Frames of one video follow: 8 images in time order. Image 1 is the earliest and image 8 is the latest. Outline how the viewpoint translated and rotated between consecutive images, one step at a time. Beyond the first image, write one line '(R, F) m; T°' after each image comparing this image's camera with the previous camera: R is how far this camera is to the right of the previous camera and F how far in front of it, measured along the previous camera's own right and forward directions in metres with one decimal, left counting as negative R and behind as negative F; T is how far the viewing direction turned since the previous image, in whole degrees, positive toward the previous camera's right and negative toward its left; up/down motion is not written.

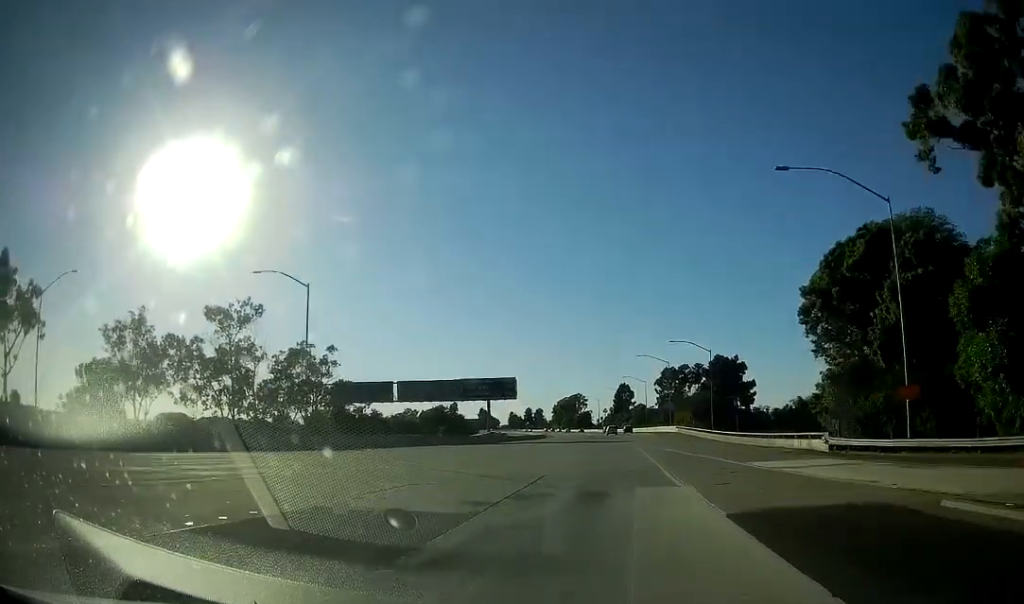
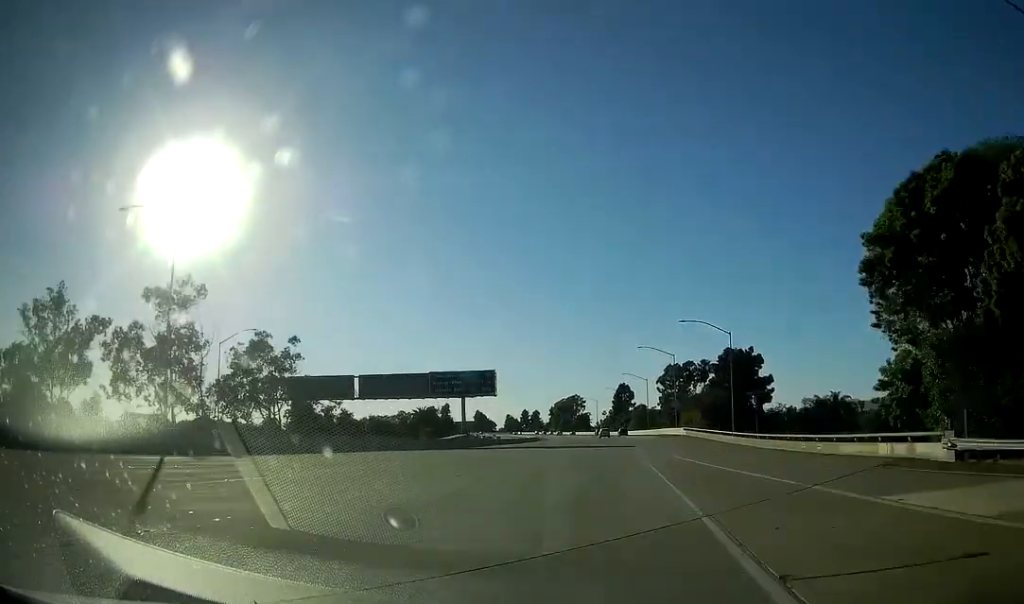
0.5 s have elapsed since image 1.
(0.0, +15.7) m; 0°
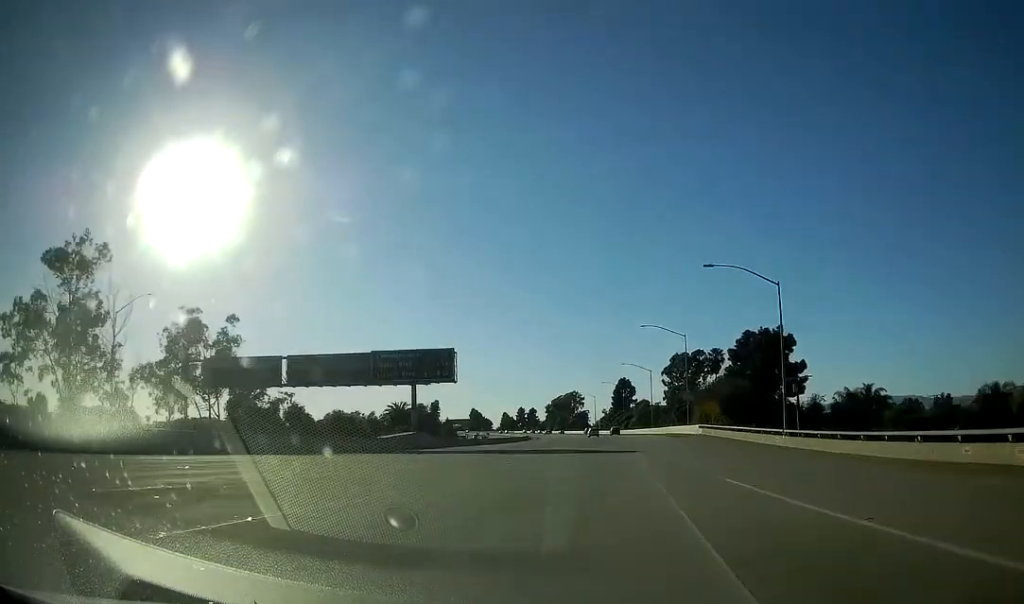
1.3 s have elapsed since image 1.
(-0.1, +21.6) m; 0°
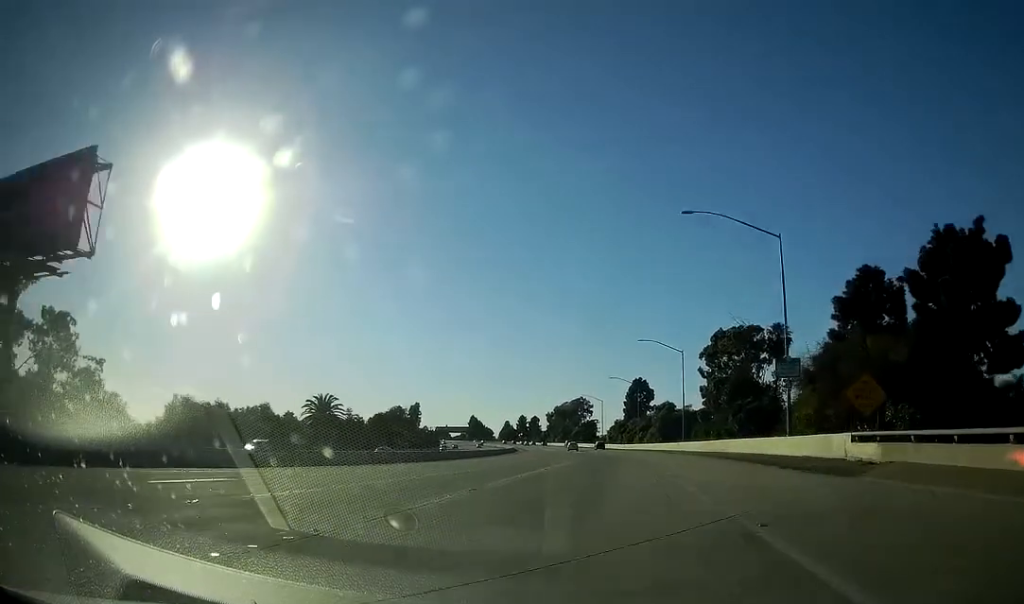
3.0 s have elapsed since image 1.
(-0.3, +51.8) m; -1°
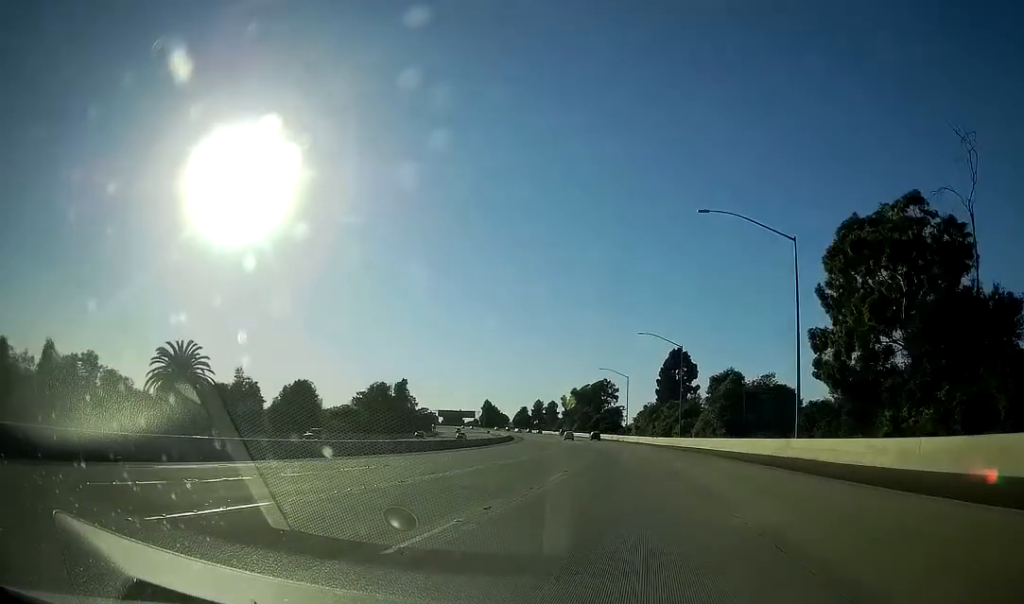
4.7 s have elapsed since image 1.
(-0.6, +49.3) m; -1°
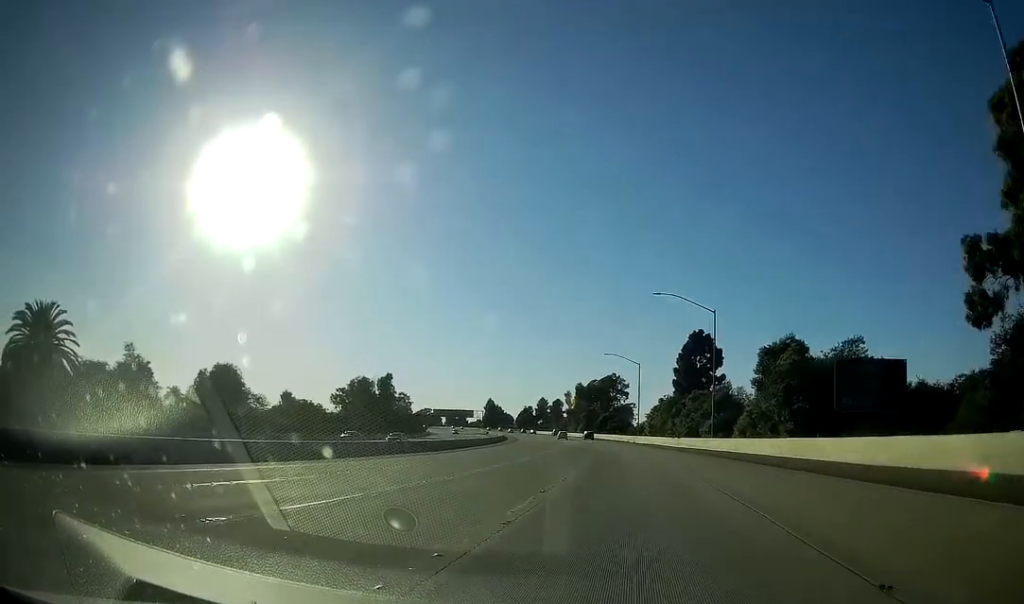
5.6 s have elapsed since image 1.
(-0.2, +24.9) m; -1°
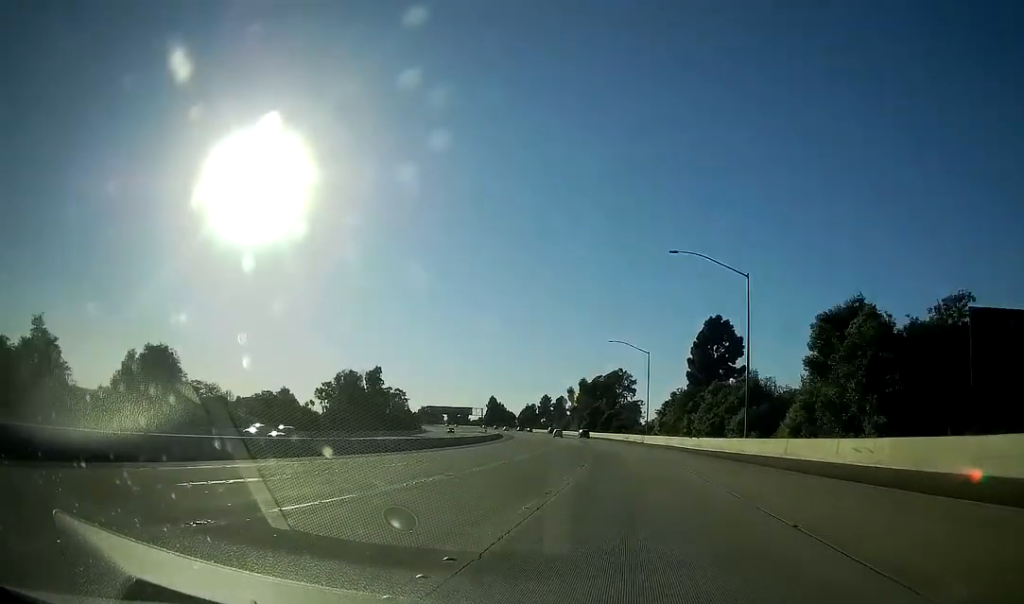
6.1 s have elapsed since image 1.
(0.0, +15.4) m; 0°
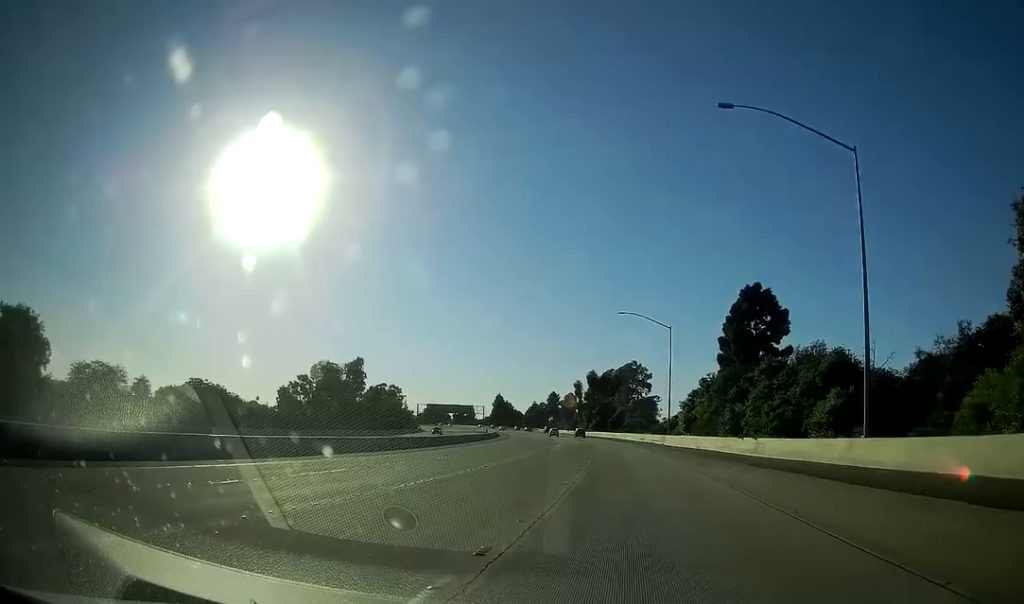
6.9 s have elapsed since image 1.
(-0.2, +22.3) m; -1°
